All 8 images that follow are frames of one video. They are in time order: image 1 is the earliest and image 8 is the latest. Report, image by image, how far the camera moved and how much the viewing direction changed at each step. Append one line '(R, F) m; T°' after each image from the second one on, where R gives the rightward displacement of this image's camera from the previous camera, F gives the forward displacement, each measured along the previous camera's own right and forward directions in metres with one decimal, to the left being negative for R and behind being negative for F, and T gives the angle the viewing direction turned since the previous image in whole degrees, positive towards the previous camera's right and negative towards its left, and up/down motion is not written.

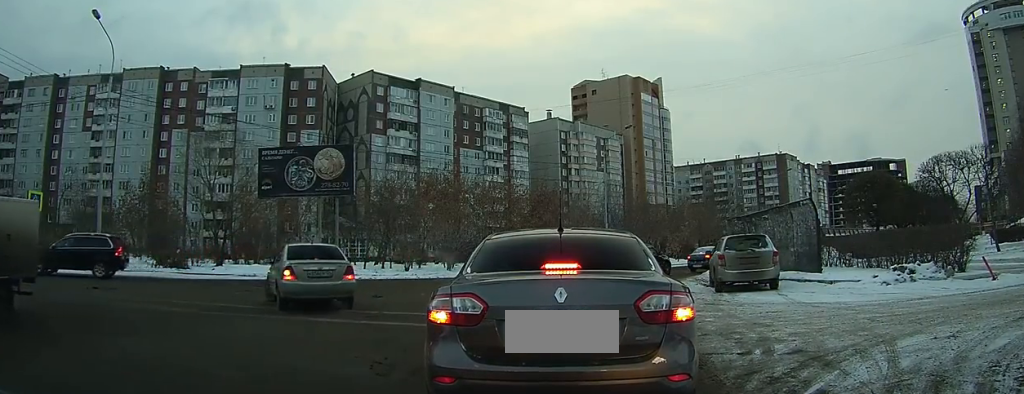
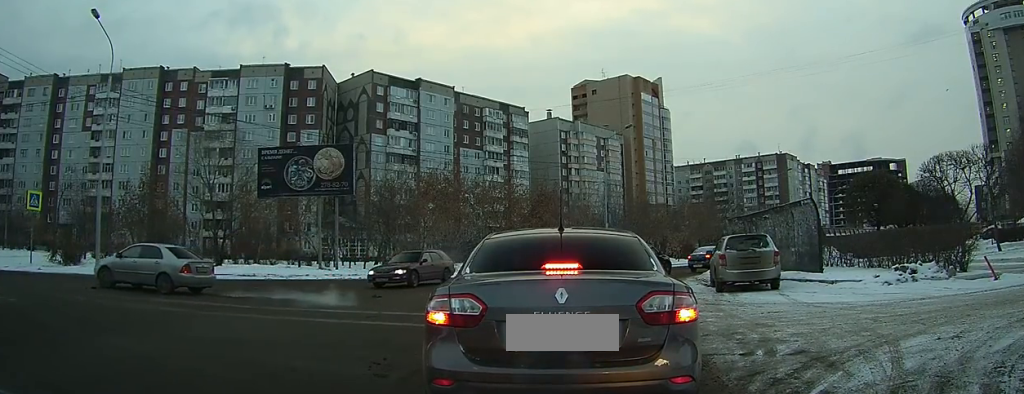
(+0.1, +0.9) m; 0°
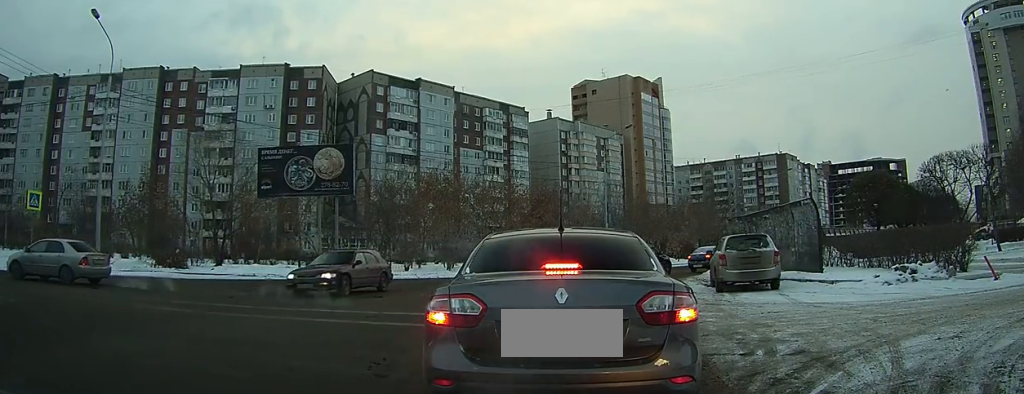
(0.0, +0.1) m; 0°
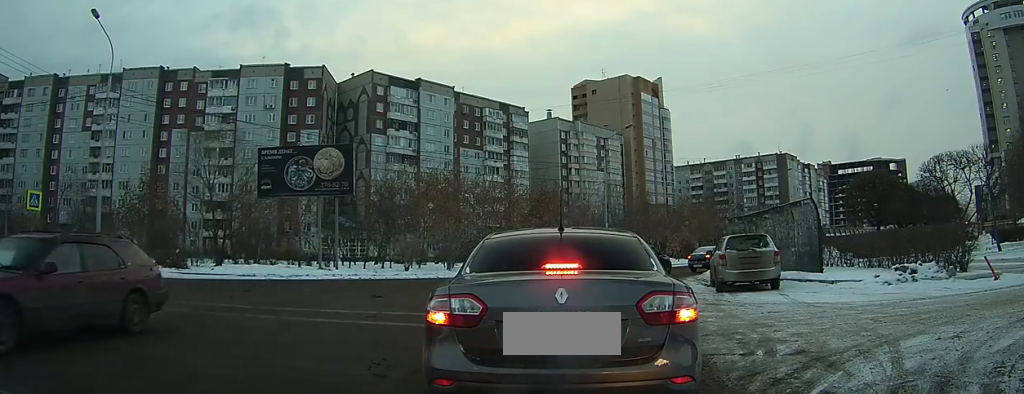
(-0.1, +0.2) m; 0°
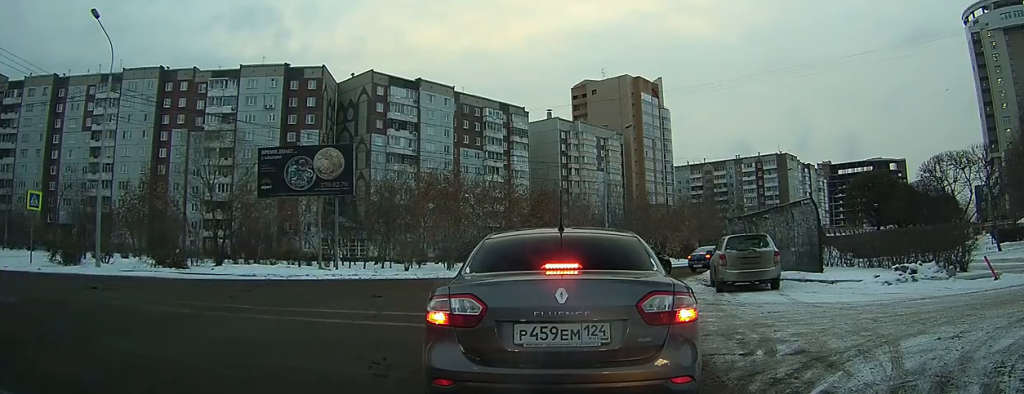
(0.0, 0.0) m; 0°
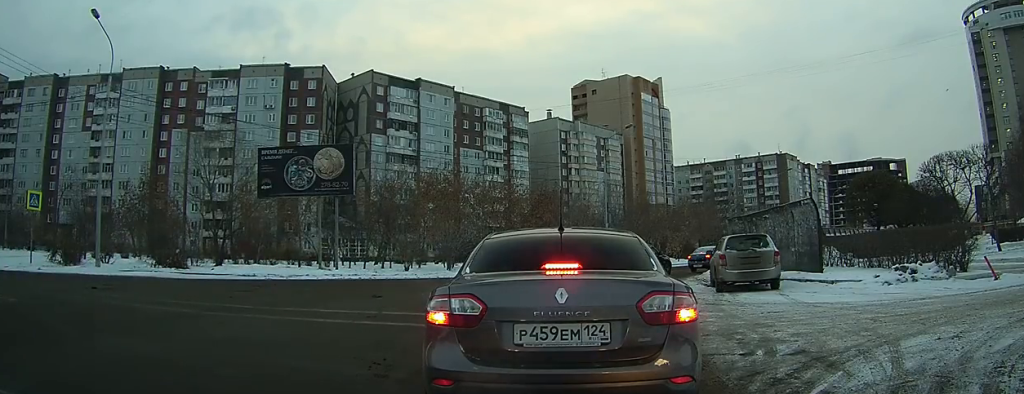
(0.0, 0.0) m; 0°
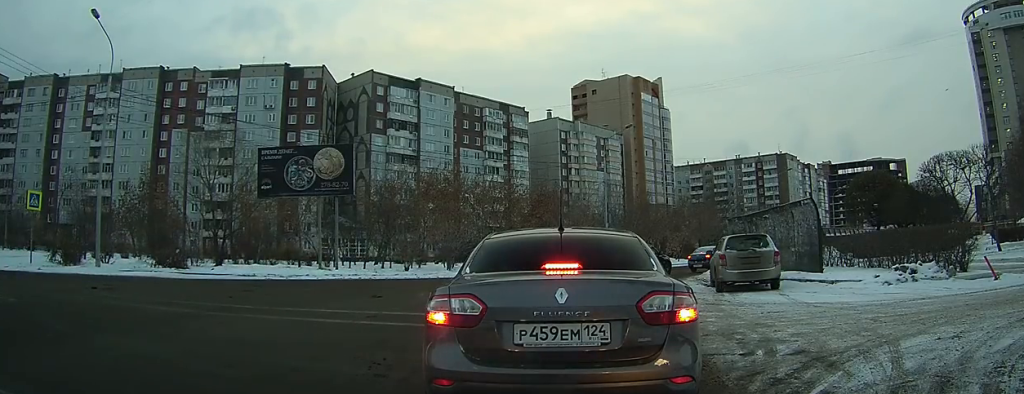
(0.0, 0.0) m; 0°
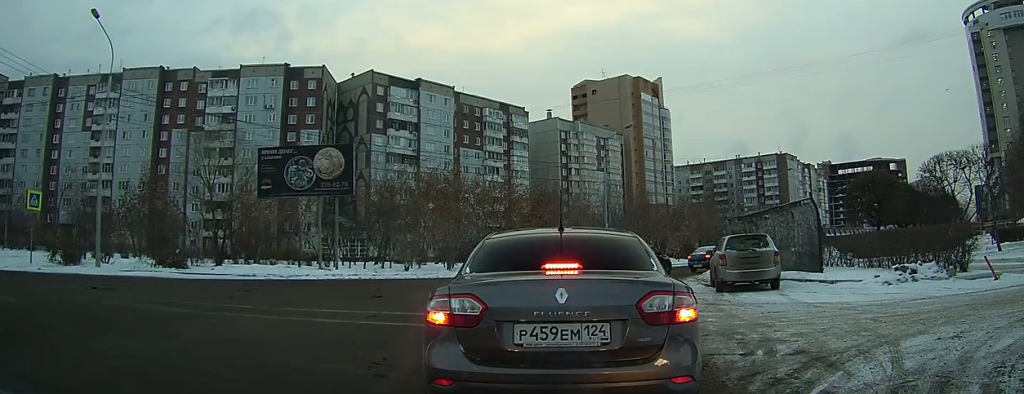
(0.0, 0.0) m; 0°
